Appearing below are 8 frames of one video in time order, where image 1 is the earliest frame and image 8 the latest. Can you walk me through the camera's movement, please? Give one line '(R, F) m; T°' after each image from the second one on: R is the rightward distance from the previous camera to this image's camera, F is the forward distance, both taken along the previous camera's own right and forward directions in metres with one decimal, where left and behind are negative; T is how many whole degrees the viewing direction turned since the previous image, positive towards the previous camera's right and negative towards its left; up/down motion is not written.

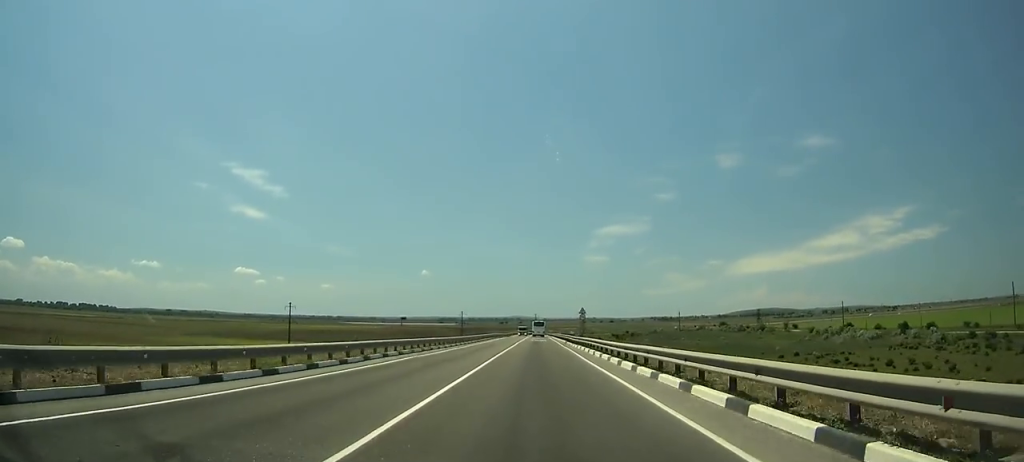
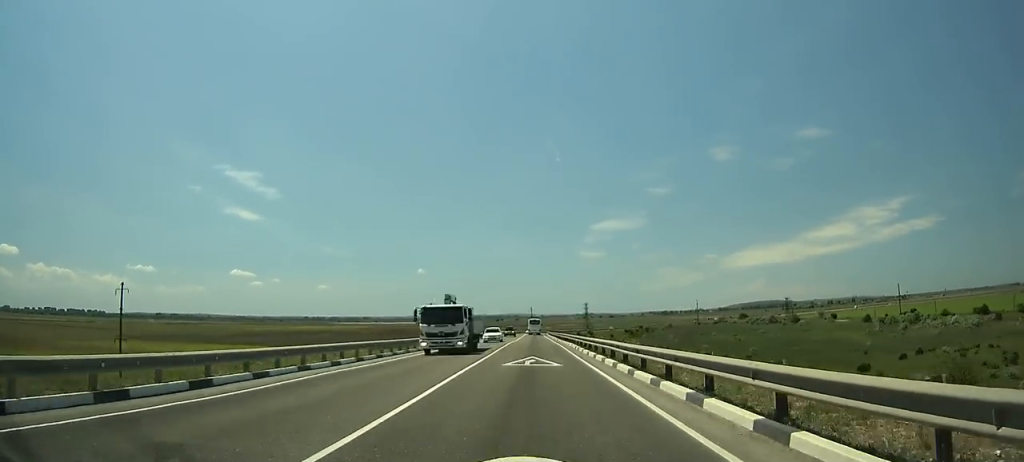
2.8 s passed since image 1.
(+0.1, +68.5) m; 0°
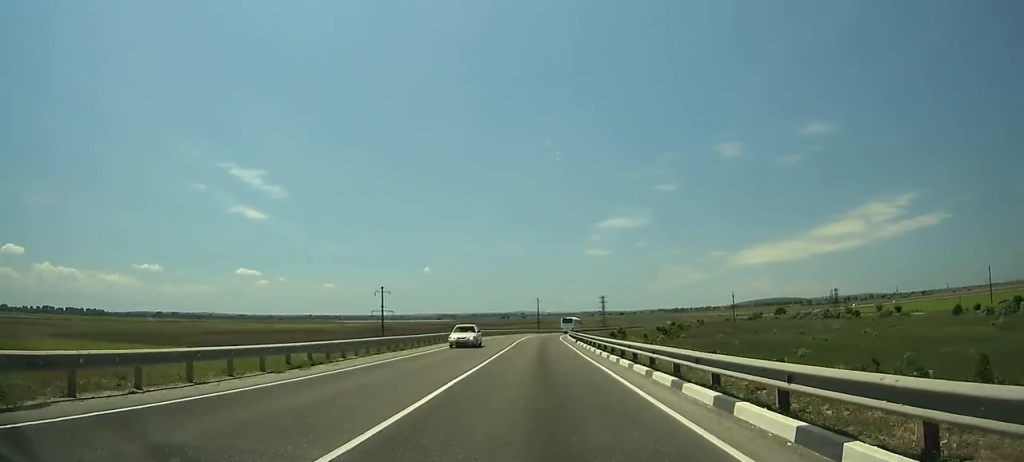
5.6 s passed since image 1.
(0.0, +68.2) m; +1°
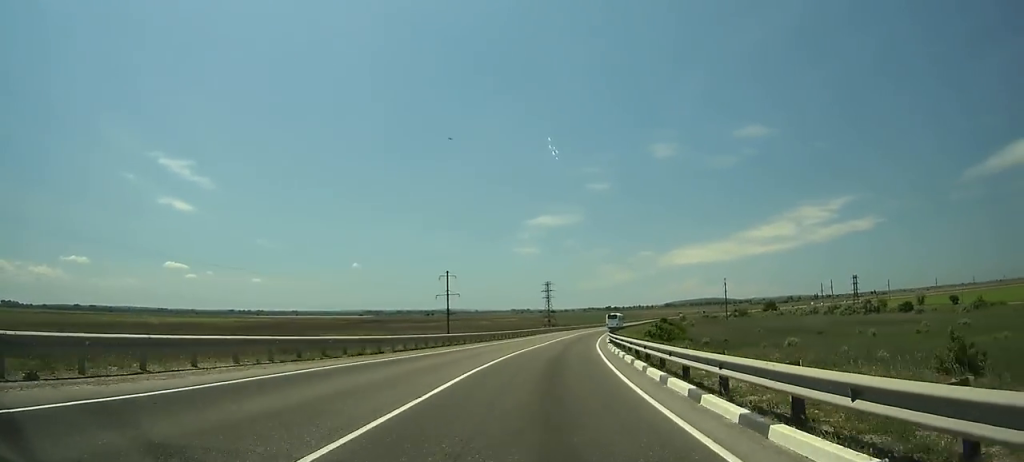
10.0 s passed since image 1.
(+2.9, +106.1) m; +7°
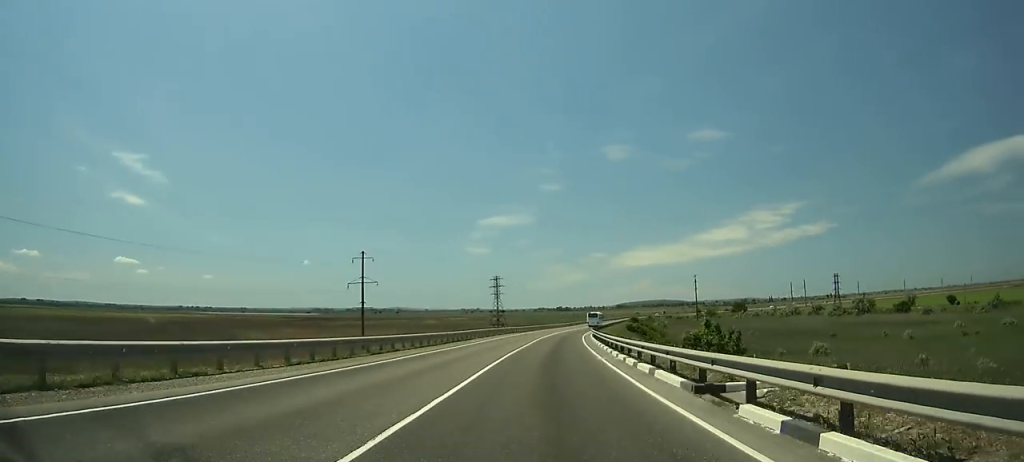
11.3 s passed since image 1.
(+2.2, +30.8) m; +3°
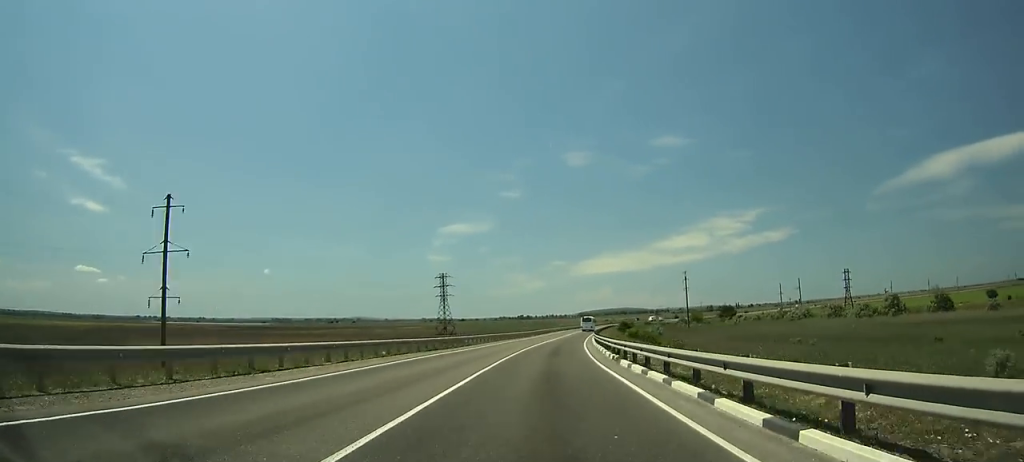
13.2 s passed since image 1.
(+1.4, +45.0) m; +5°
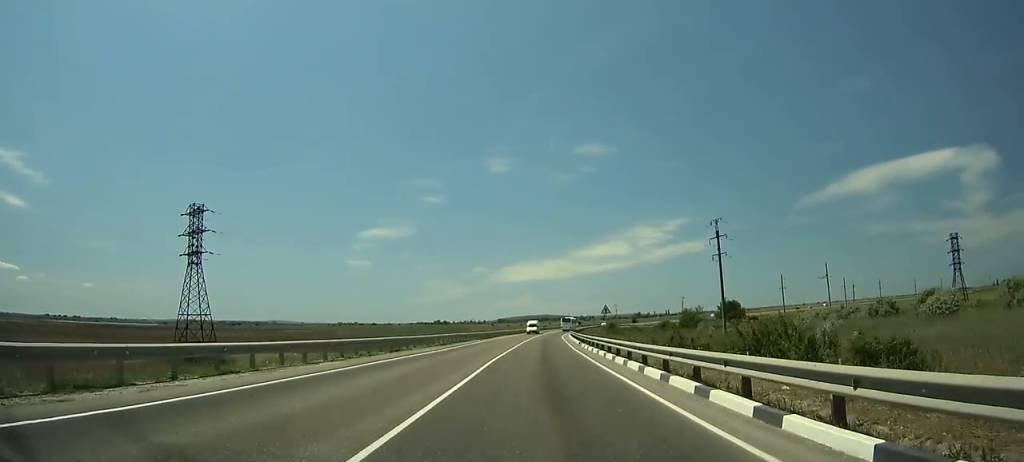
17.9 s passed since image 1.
(+9.2, +108.6) m; +7°
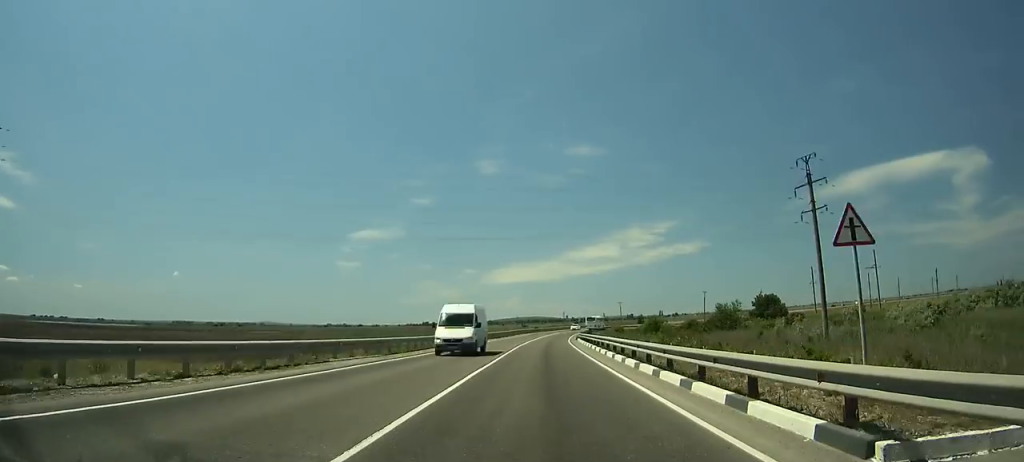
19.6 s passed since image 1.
(+0.7, +38.8) m; +2°
